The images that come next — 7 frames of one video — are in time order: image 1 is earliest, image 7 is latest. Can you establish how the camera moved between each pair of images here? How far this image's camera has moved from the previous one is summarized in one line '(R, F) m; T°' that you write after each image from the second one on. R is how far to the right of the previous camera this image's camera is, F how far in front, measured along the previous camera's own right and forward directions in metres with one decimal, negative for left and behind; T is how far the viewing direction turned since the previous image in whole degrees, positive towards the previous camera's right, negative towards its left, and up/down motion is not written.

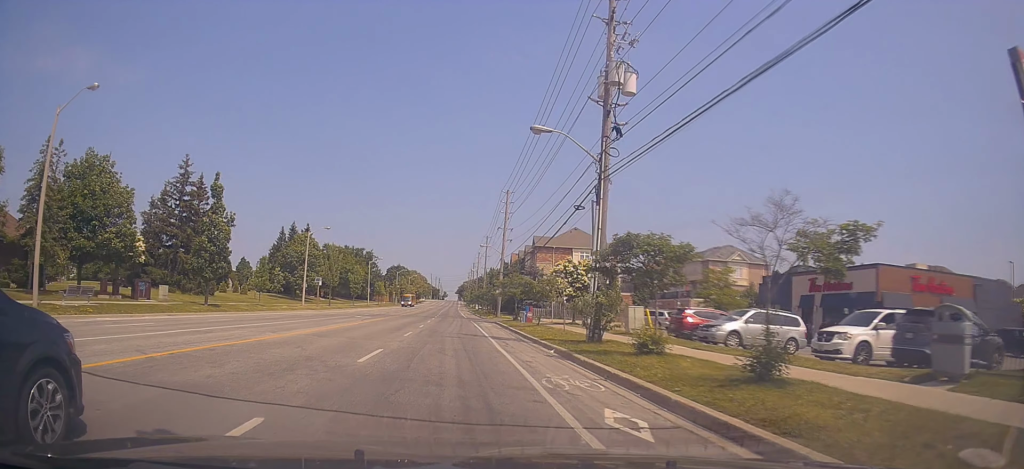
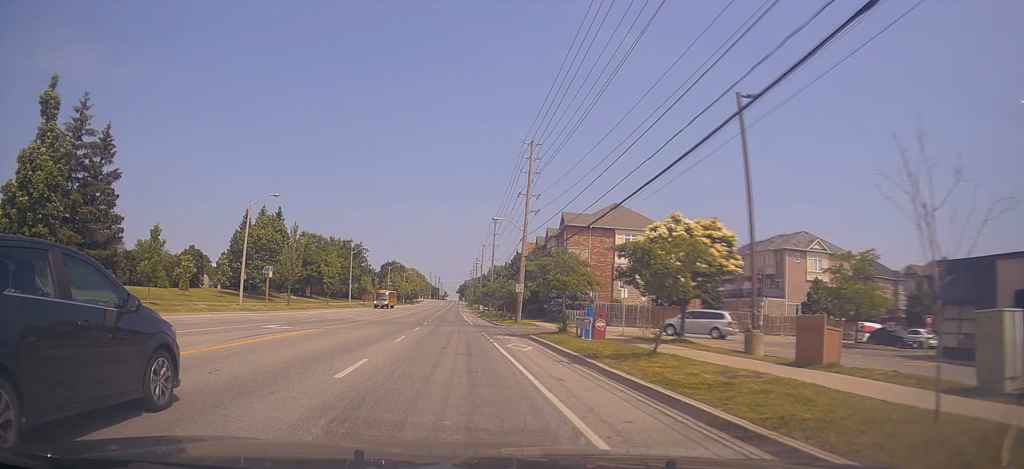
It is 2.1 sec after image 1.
(-0.4, +20.1) m; -3°
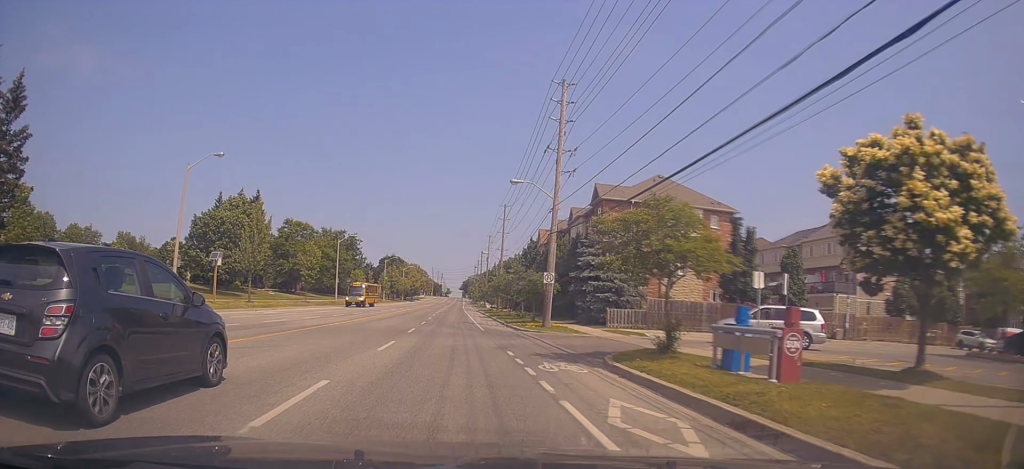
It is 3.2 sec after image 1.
(-0.1, +12.6) m; 0°
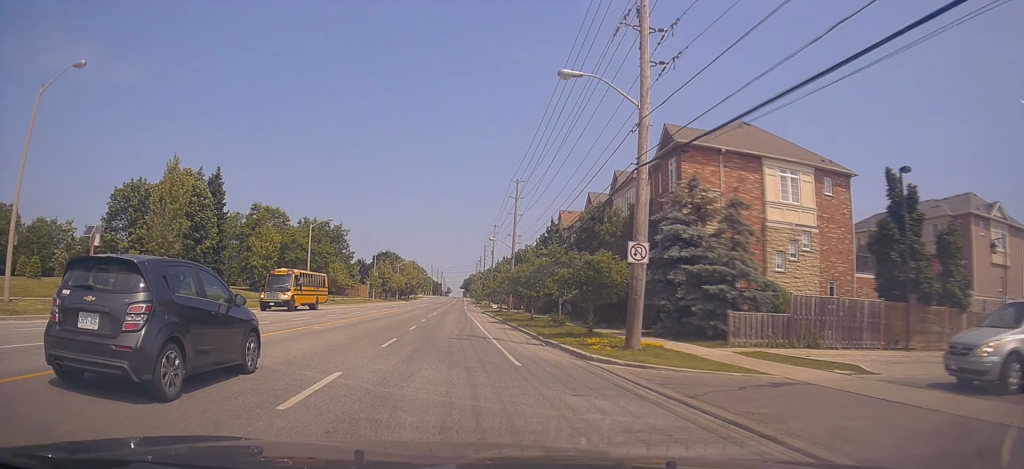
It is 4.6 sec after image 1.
(-0.1, +15.7) m; +2°
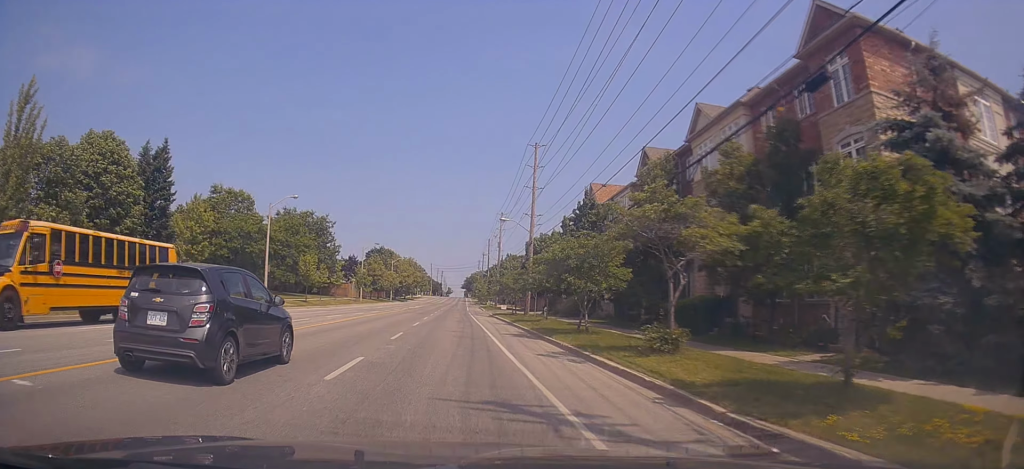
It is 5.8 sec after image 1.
(+0.7, +14.8) m; +1°
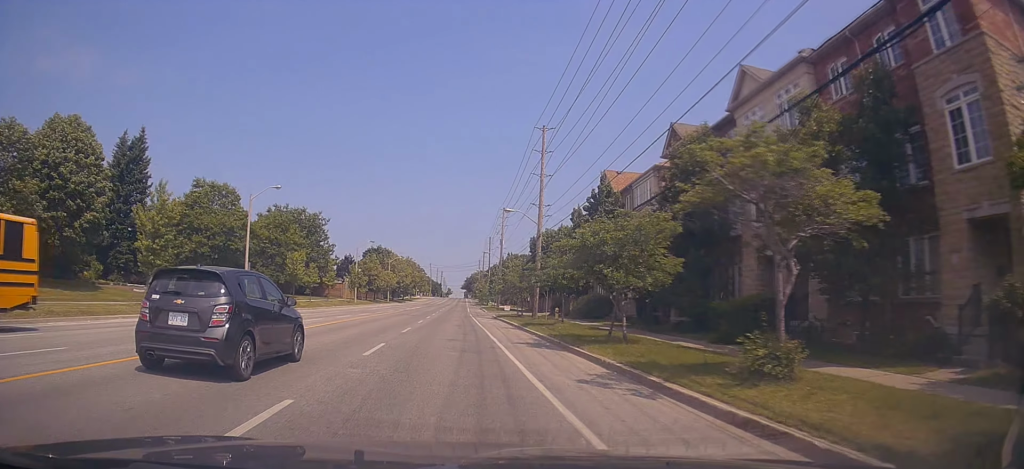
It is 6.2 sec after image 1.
(-0.2, +5.2) m; -1°
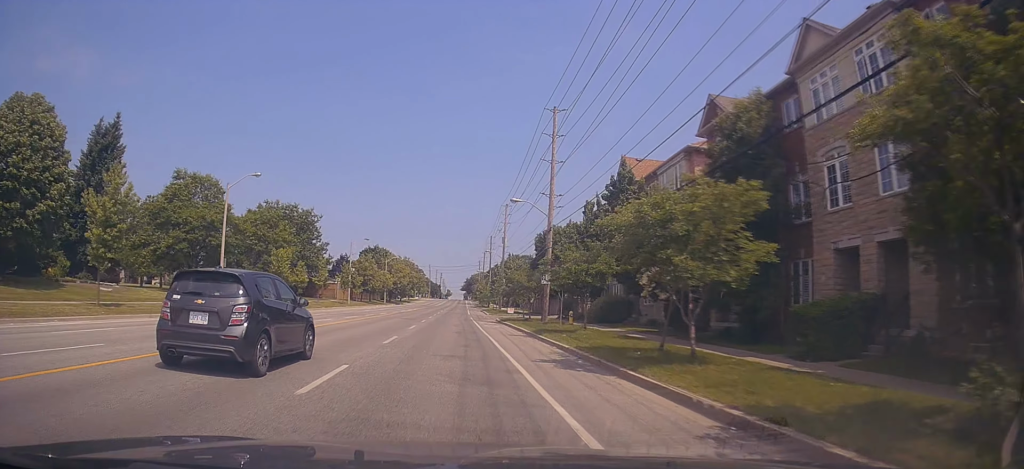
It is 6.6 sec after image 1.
(-0.1, +5.0) m; -1°
